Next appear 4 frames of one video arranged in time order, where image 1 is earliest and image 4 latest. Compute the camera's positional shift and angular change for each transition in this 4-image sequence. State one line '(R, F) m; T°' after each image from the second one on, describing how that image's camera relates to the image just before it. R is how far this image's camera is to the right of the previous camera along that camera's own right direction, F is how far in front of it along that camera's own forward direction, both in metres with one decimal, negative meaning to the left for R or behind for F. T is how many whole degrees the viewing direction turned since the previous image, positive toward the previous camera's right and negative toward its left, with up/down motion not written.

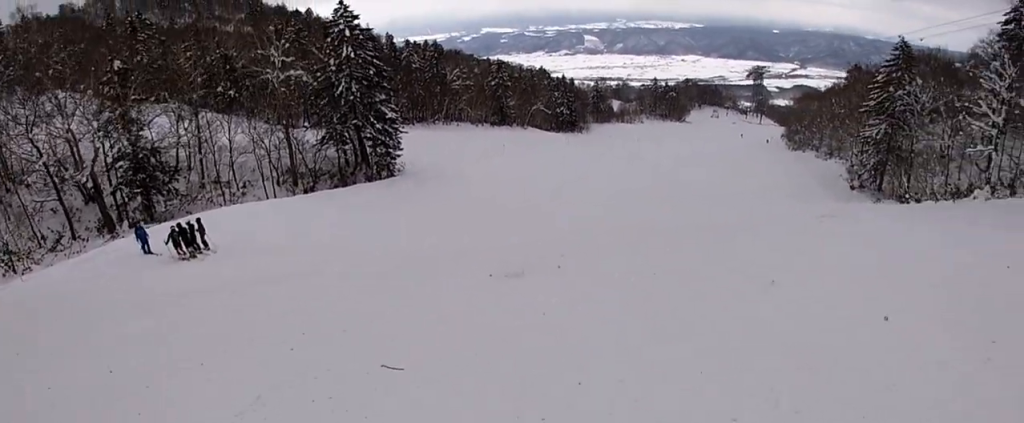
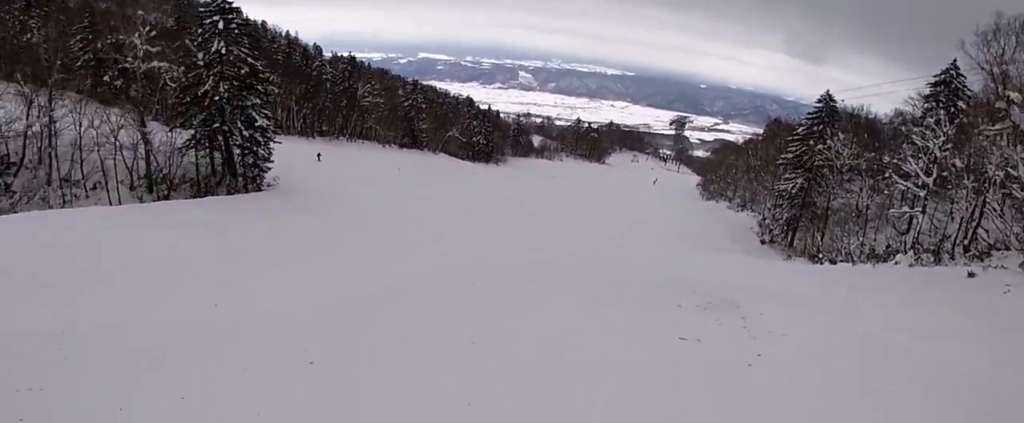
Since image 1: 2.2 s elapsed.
(-0.1, +8.5) m; -12°
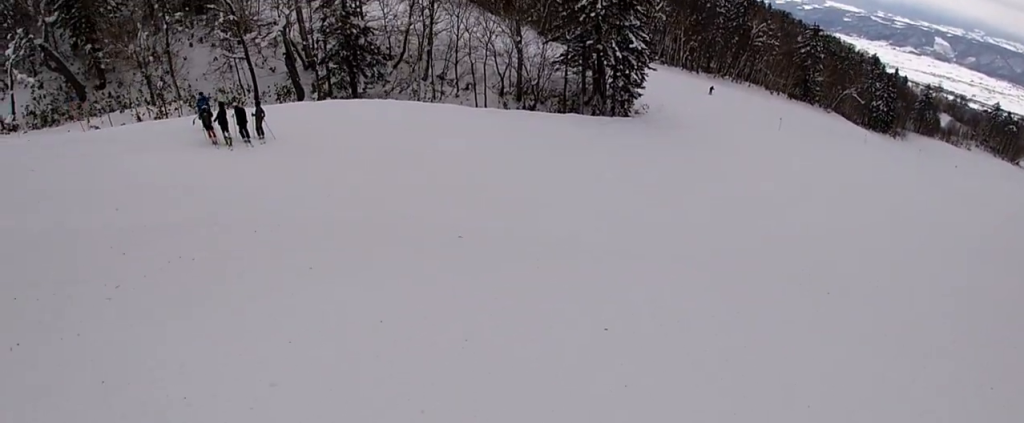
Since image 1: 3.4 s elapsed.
(-1.9, +4.3) m; -22°
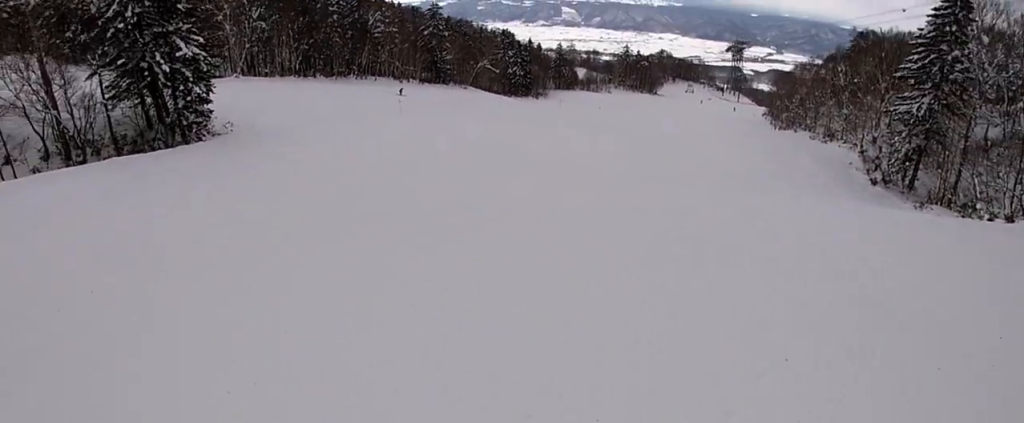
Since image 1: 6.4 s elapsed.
(+6.7, +11.1) m; +16°
